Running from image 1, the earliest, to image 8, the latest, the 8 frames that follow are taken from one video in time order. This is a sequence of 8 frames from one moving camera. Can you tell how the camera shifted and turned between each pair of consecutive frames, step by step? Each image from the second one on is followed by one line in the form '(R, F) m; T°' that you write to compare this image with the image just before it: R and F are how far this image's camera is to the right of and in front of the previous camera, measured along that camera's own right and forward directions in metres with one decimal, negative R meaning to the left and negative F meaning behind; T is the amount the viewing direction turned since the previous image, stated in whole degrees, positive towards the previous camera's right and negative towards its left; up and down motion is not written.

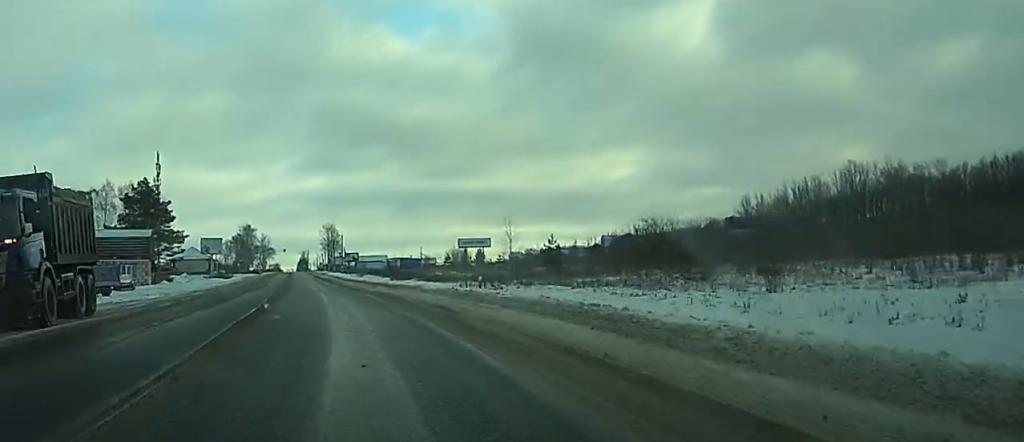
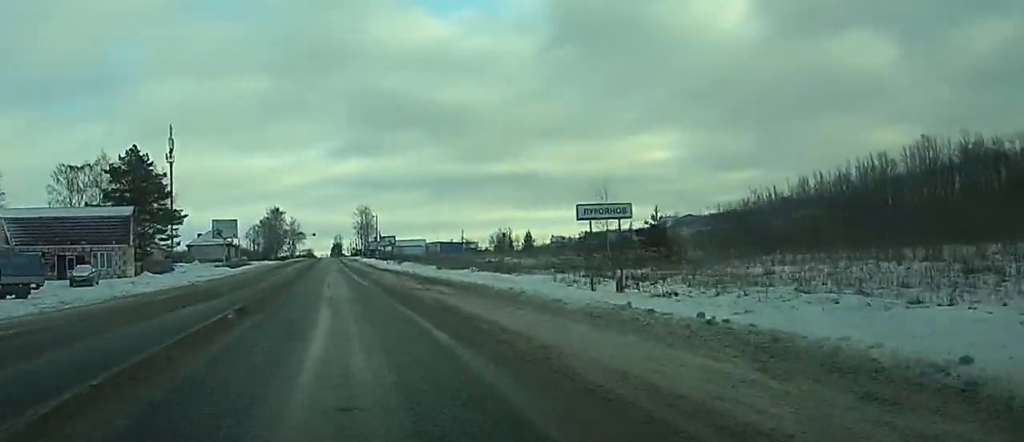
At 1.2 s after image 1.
(-0.5, +23.0) m; -2°
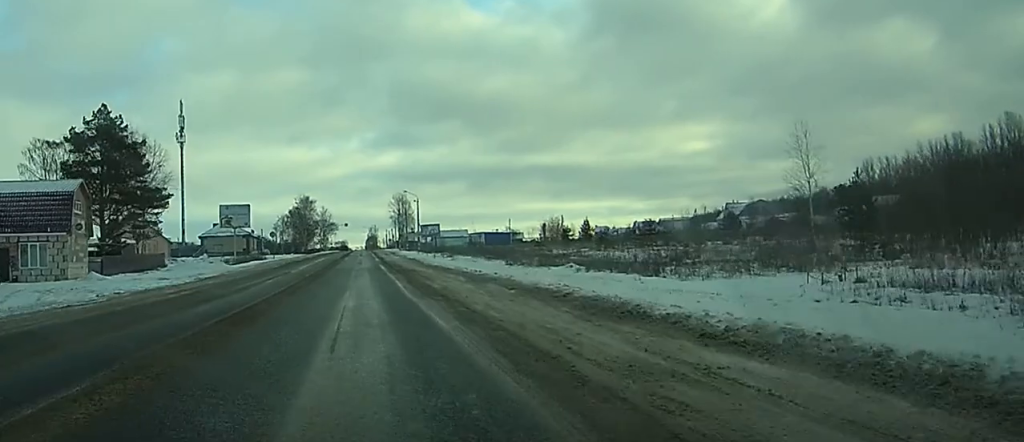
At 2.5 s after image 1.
(-0.2, +24.6) m; -1°
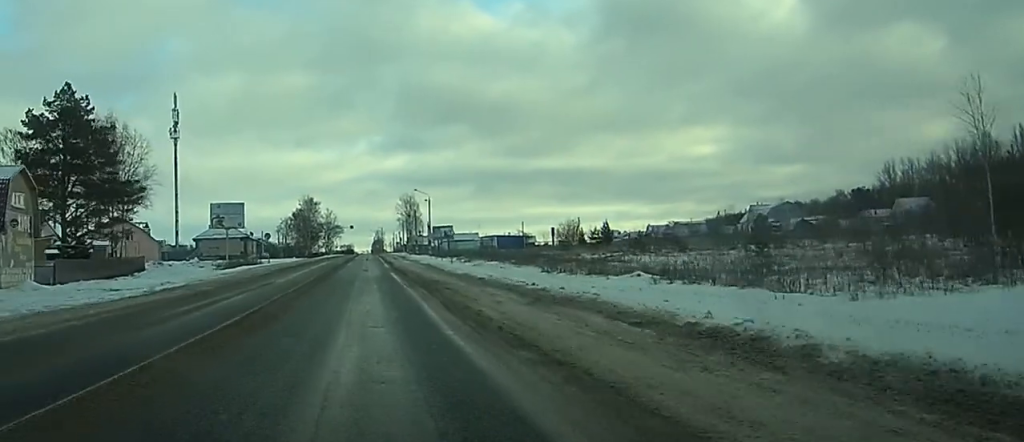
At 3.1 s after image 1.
(0.0, +11.5) m; 0°
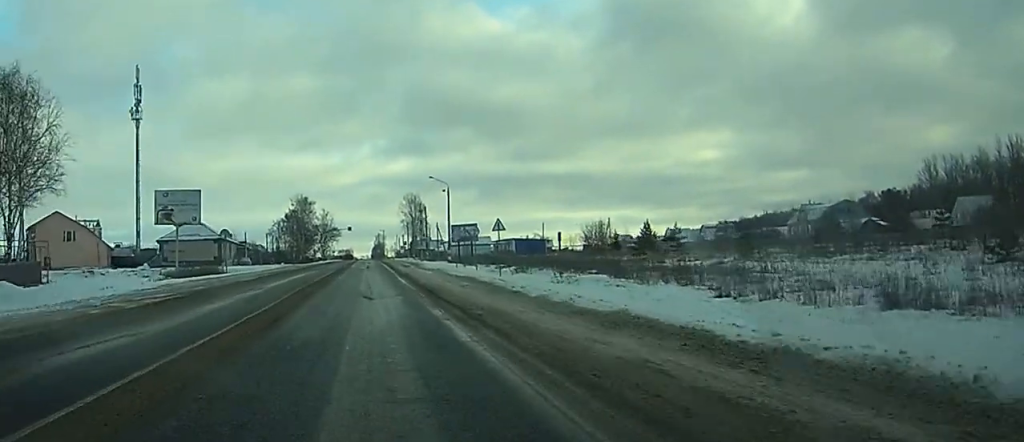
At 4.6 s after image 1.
(-0.2, +28.0) m; 0°
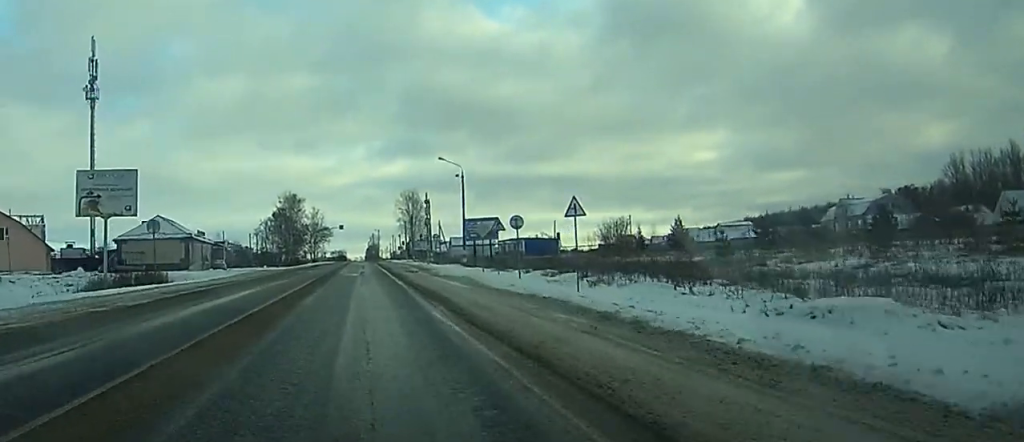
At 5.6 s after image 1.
(0.0, +19.6) m; 0°
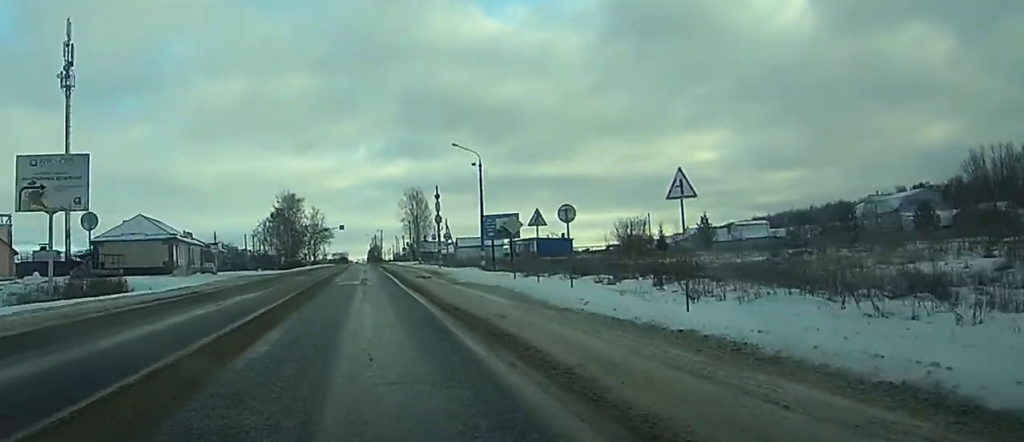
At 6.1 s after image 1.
(0.0, +10.5) m; 0°
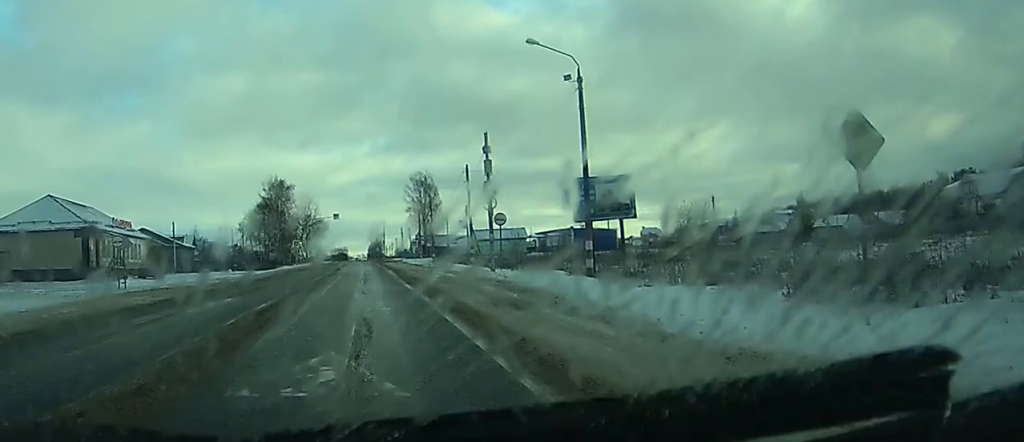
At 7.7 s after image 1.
(-0.1, +30.7) m; 0°
